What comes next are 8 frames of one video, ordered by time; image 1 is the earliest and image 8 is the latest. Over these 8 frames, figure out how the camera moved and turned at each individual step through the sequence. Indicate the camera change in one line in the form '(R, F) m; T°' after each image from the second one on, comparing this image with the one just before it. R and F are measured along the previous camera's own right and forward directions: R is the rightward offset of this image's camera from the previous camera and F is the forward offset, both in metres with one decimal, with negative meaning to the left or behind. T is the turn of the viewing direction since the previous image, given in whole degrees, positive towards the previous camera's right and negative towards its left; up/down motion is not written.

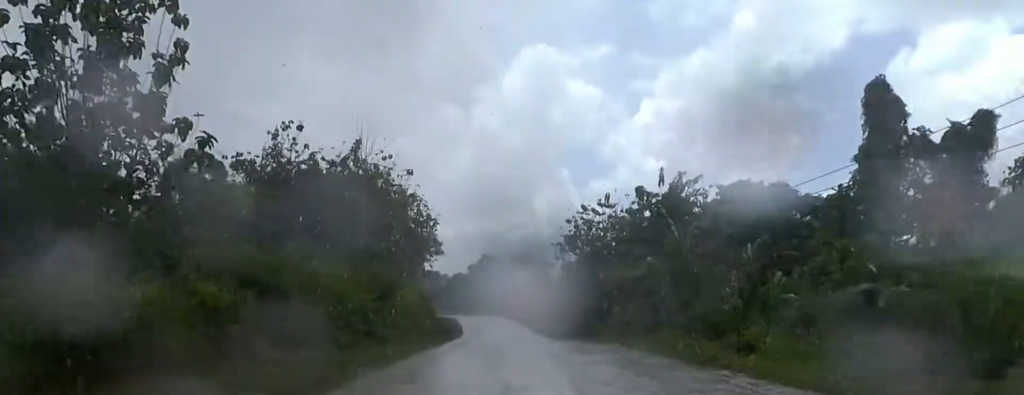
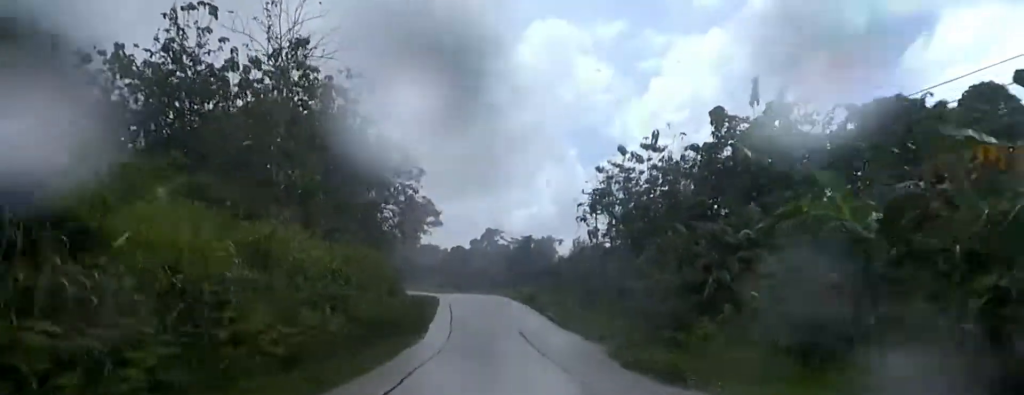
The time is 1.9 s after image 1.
(0.0, +21.5) m; +3°
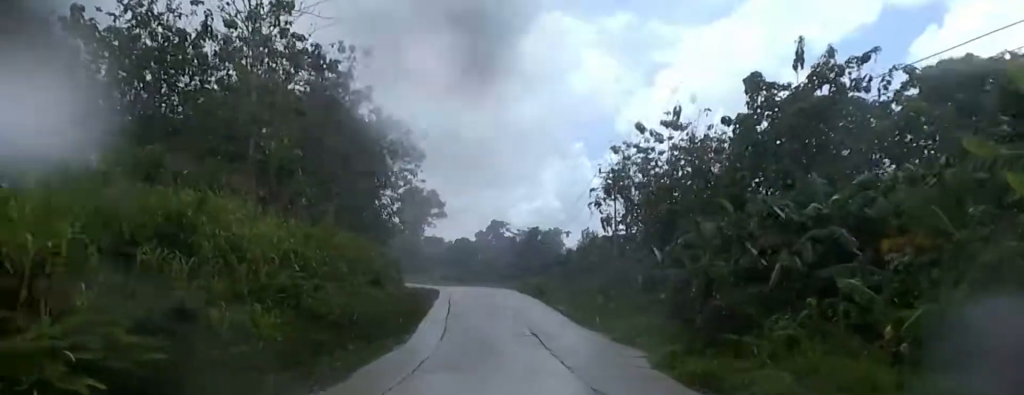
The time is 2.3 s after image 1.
(-0.4, +4.8) m; -1°
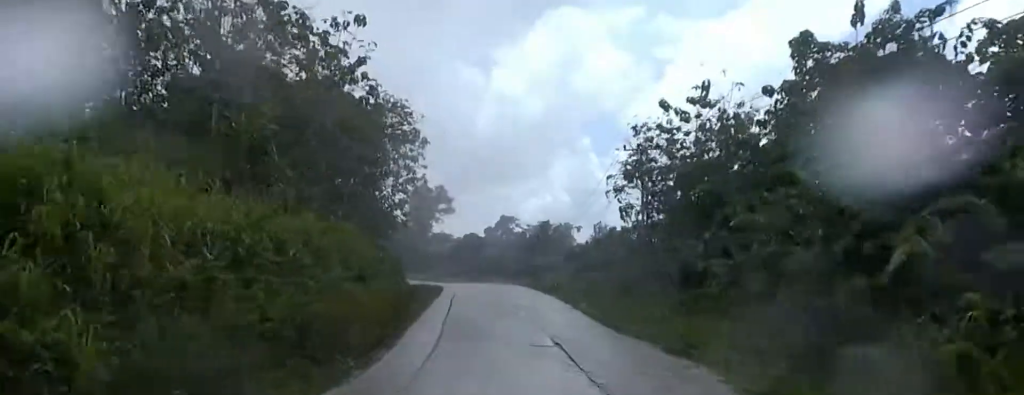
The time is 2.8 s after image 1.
(-0.5, +4.8) m; -1°
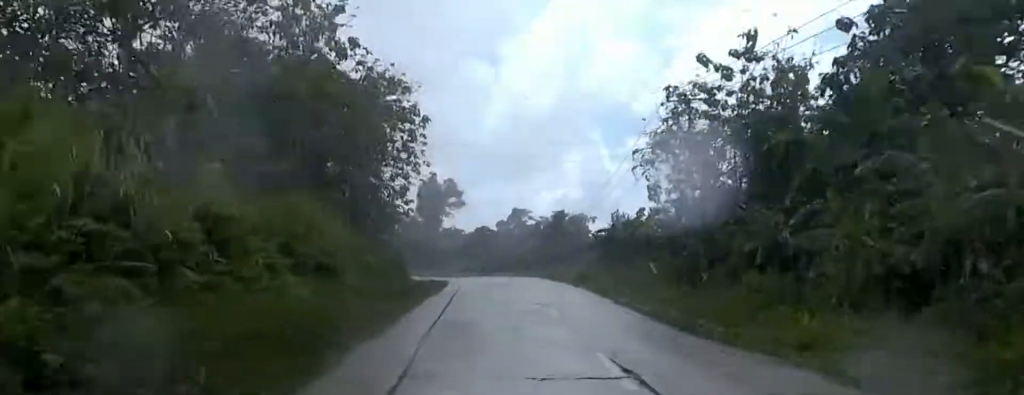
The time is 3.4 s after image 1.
(+0.1, +6.7) m; +1°
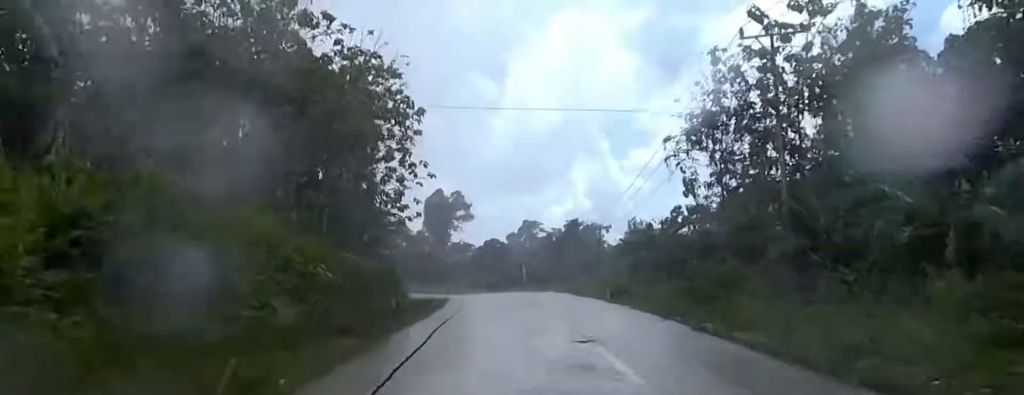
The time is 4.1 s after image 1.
(+0.3, +7.9) m; +2°
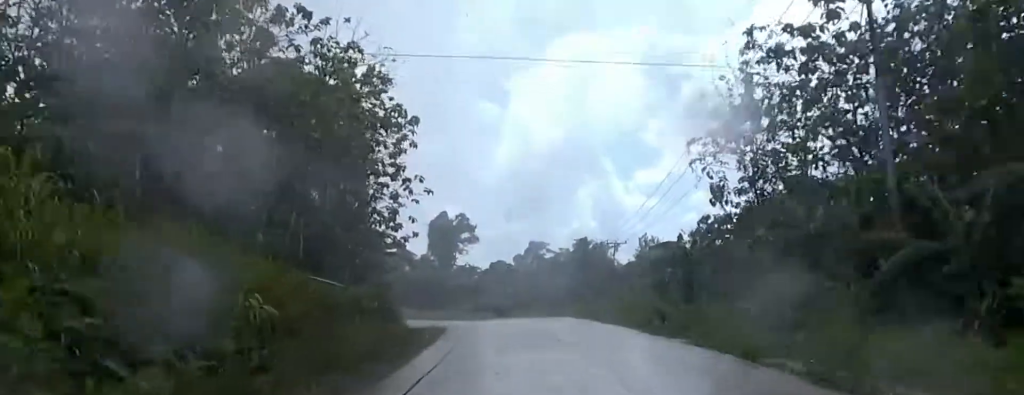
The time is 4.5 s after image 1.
(0.0, +5.1) m; 0°
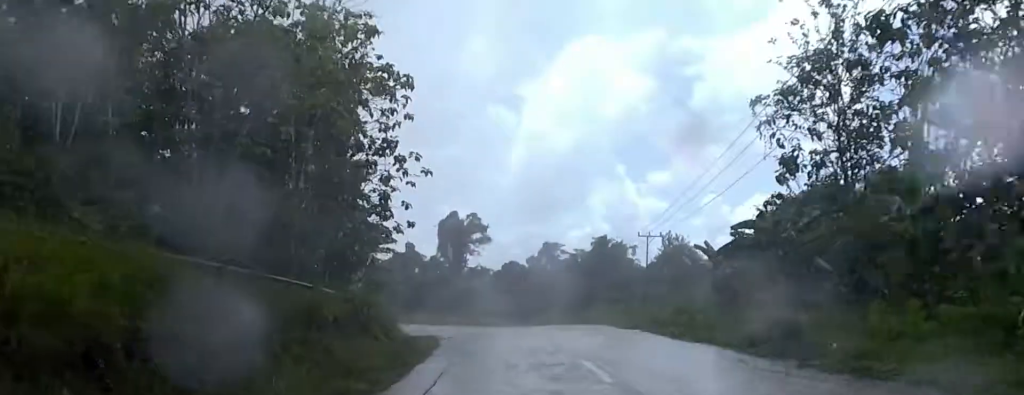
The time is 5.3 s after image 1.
(0.0, +8.5) m; -2°
